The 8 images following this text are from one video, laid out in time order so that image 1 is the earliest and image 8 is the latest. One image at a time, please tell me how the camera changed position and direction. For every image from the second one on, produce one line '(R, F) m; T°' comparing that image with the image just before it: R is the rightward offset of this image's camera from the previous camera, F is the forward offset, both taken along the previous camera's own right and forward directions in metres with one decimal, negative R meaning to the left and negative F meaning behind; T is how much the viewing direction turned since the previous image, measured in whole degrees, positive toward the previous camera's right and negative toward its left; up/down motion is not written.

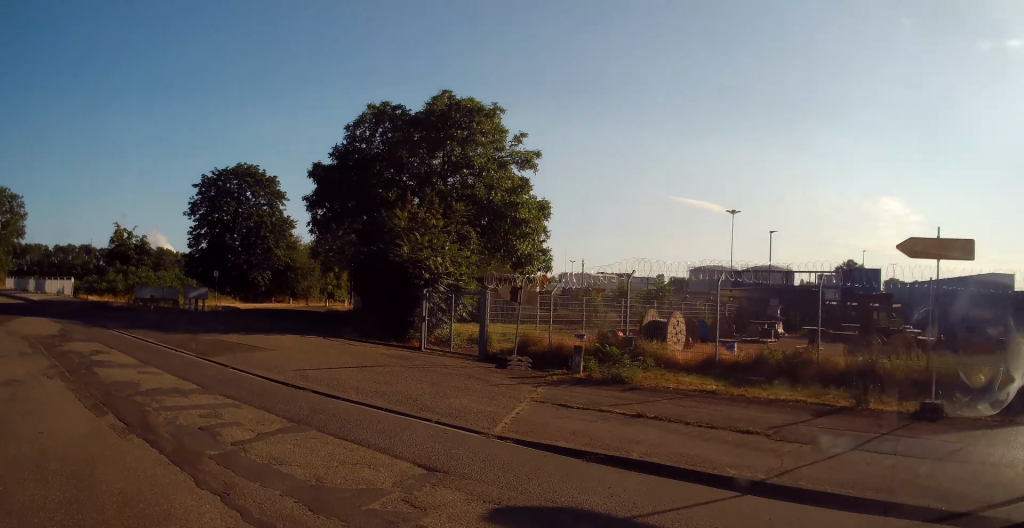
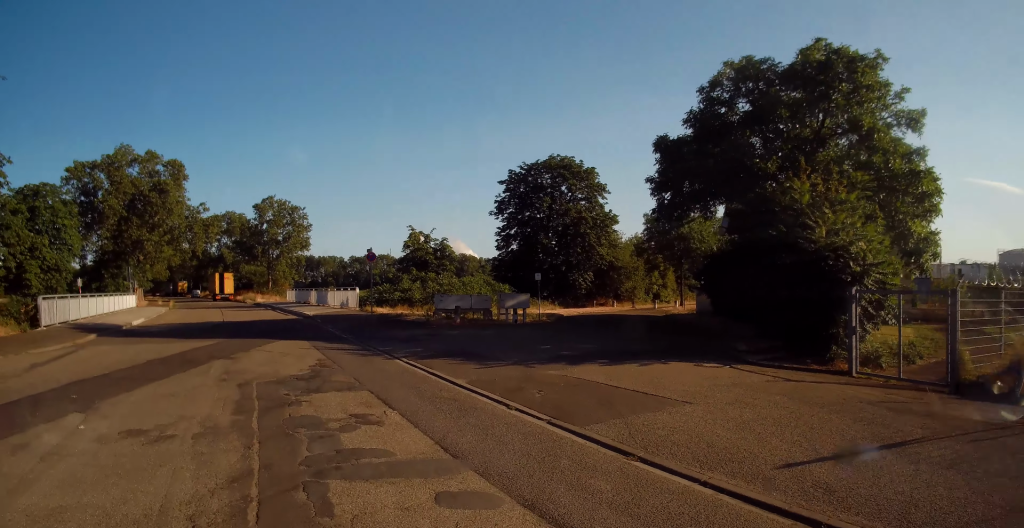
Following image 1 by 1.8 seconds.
(-1.4, +6.5) m; -22°
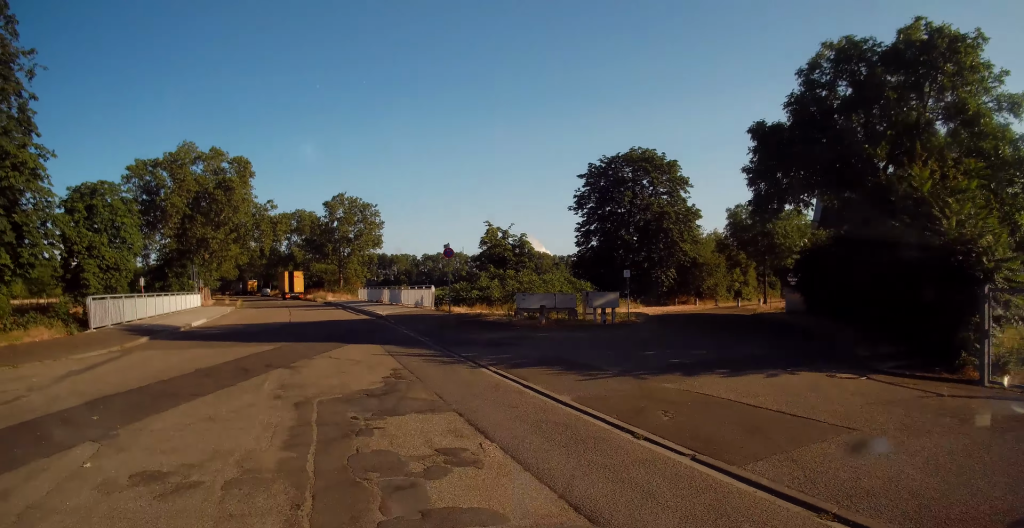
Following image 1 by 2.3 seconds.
(-0.2, +1.7) m; -4°
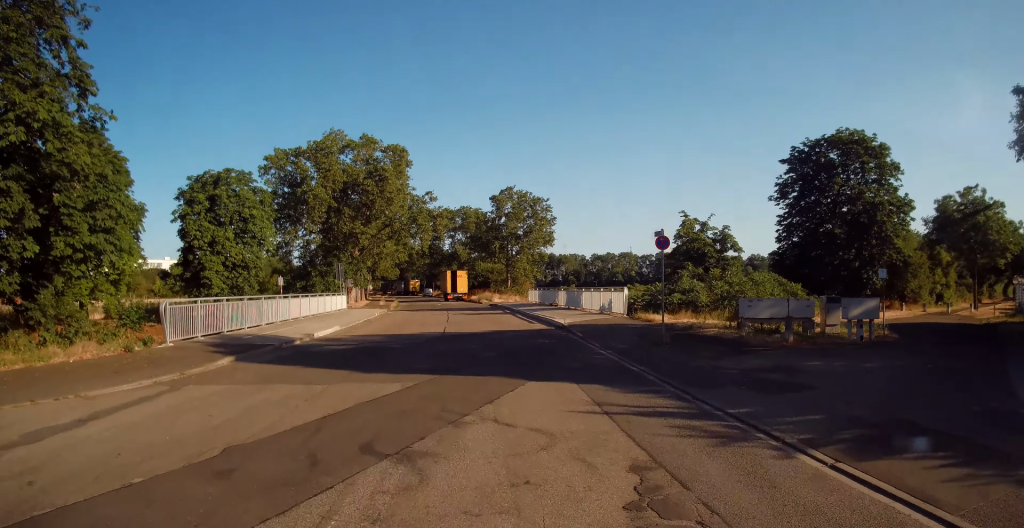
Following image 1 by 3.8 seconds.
(-0.7, +6.2) m; -14°
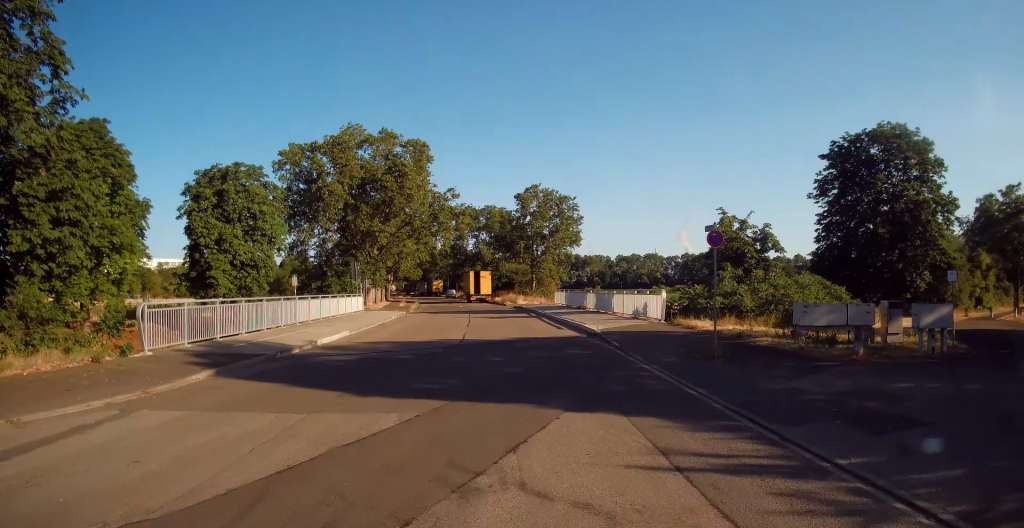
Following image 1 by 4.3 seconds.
(-0.3, +2.4) m; -2°
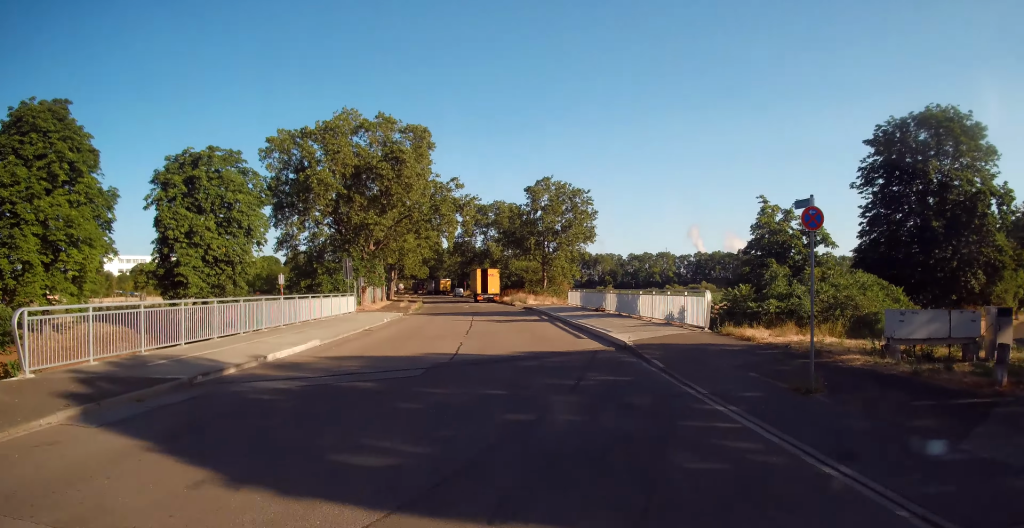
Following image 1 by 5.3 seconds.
(0.0, +4.4) m; +1°
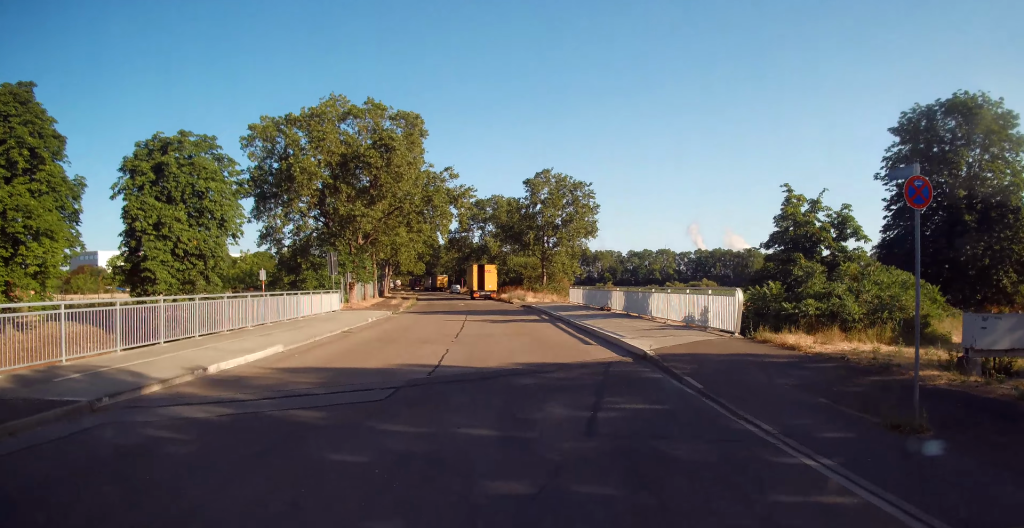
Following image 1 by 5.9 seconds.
(+0.1, +2.8) m; 0°
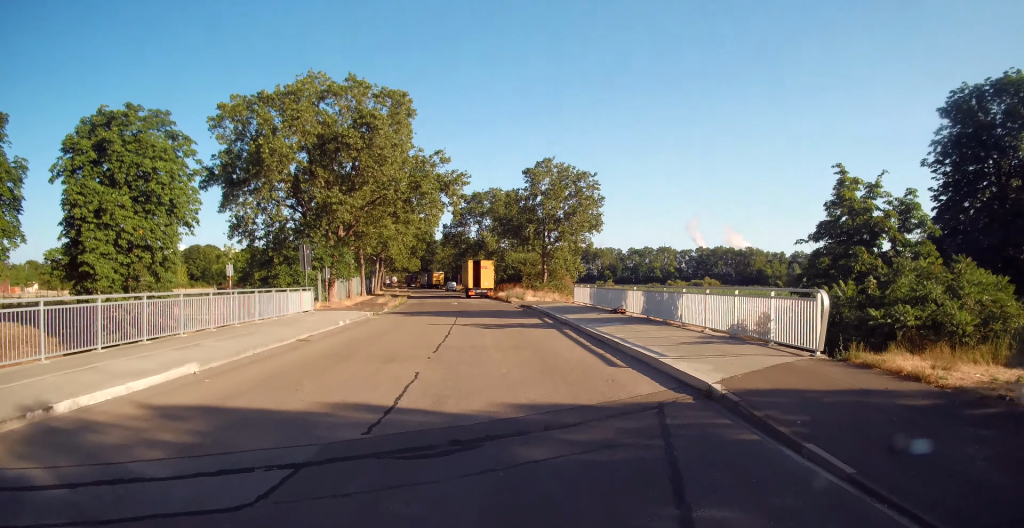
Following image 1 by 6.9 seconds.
(-0.1, +4.8) m; -3°
